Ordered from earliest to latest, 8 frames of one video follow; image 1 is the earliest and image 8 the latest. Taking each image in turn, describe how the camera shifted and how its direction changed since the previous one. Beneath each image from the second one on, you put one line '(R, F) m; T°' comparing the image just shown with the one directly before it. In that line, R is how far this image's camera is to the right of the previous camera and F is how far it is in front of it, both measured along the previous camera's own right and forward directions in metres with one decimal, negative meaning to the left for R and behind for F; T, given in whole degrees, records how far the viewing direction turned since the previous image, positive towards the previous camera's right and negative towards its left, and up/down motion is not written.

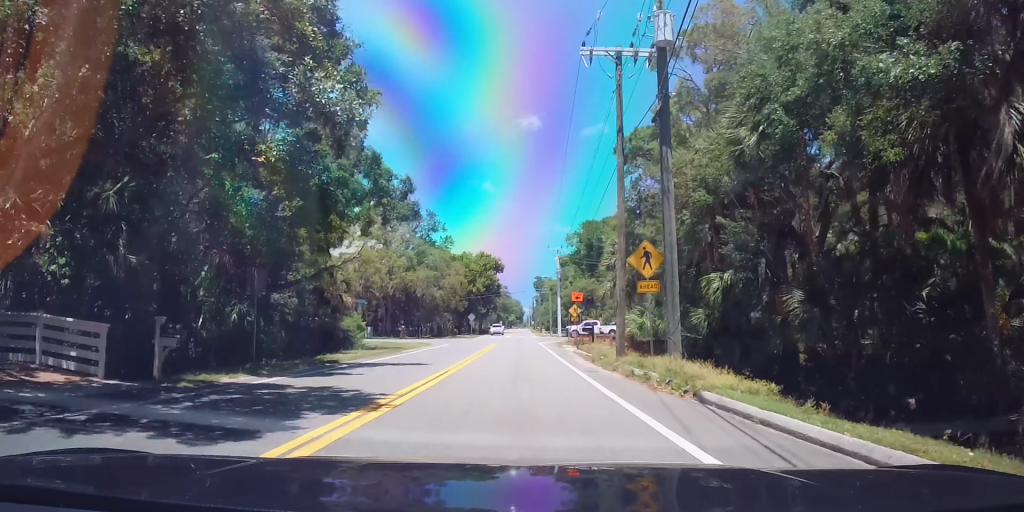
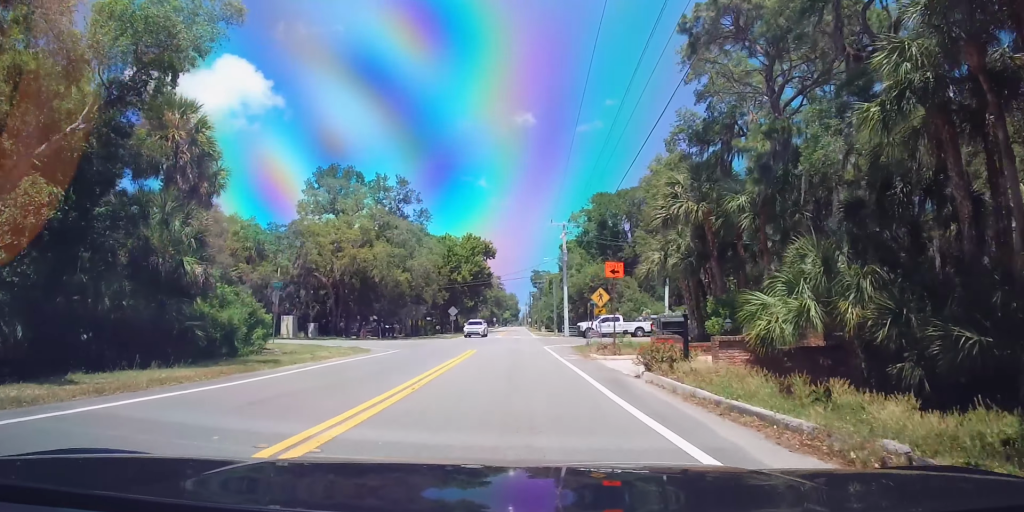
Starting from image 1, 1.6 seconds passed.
(0.0, +20.7) m; 0°
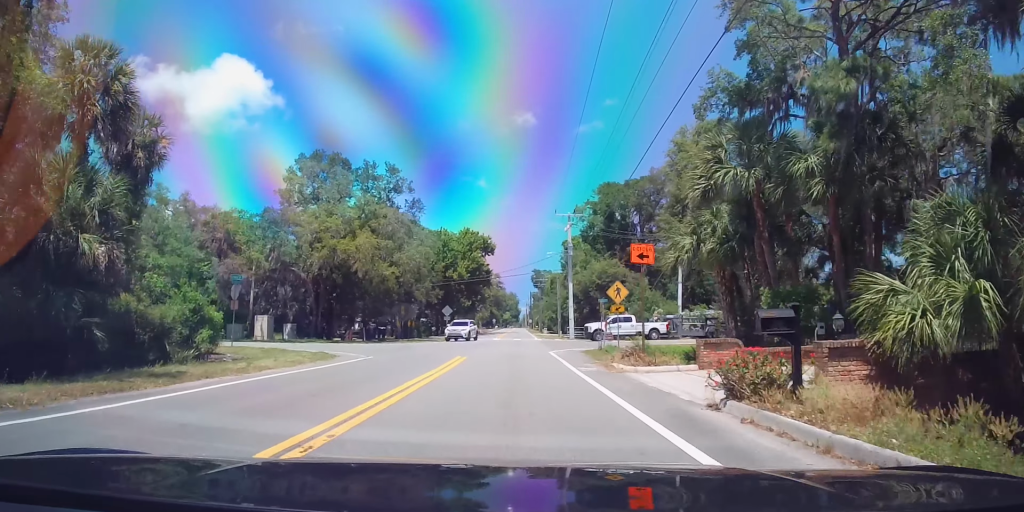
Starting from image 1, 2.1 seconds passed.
(0.0, +6.2) m; 0°
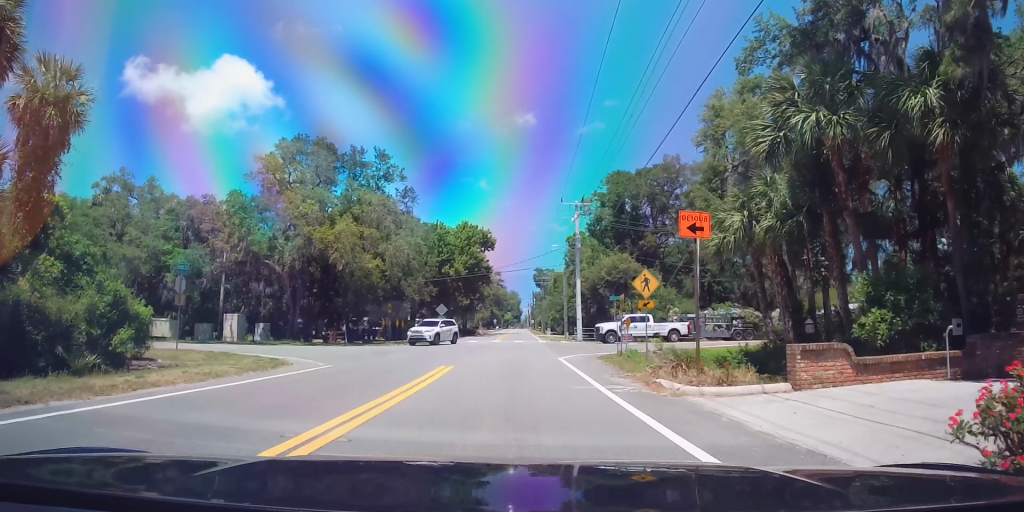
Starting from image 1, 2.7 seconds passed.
(0.0, +6.5) m; 0°
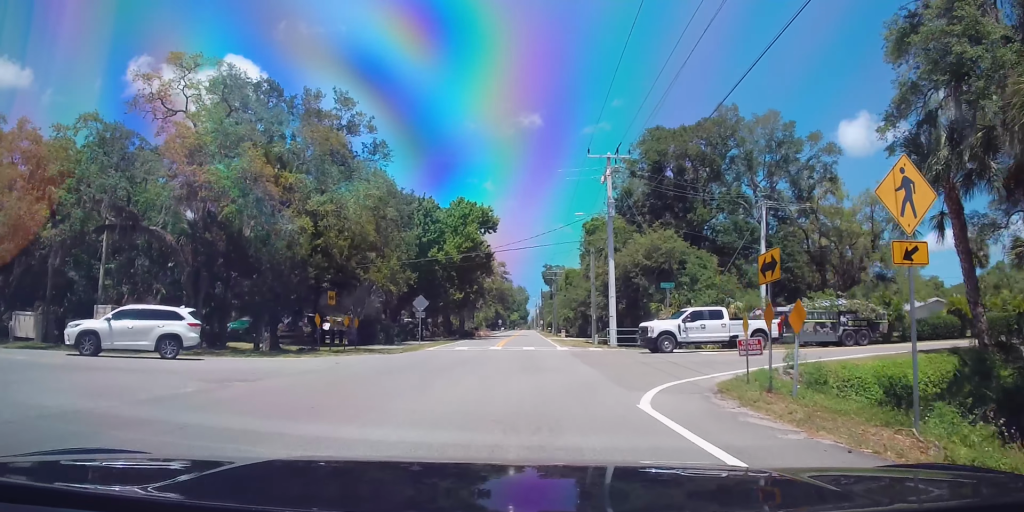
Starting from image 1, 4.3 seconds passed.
(-0.6, +16.2) m; -3°
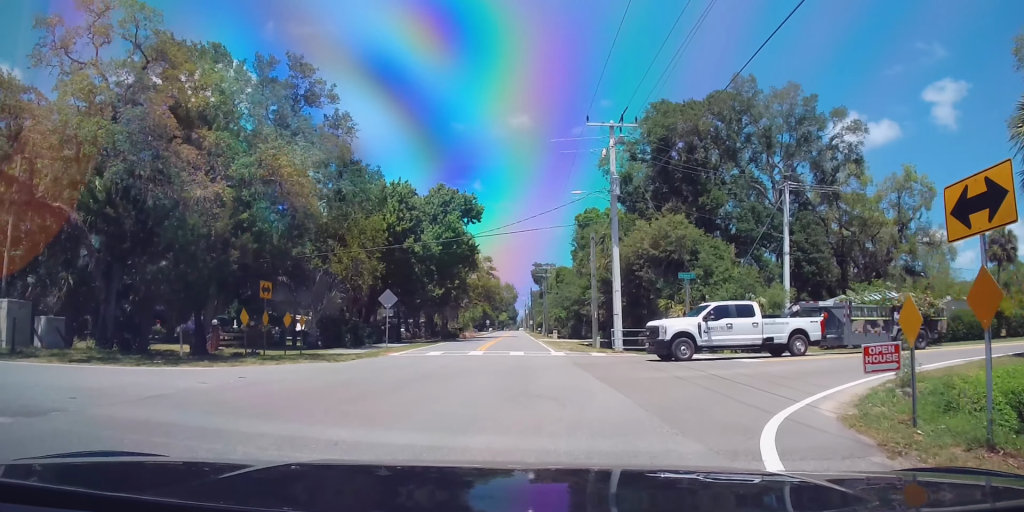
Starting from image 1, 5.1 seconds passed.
(-0.1, +6.9) m; +2°
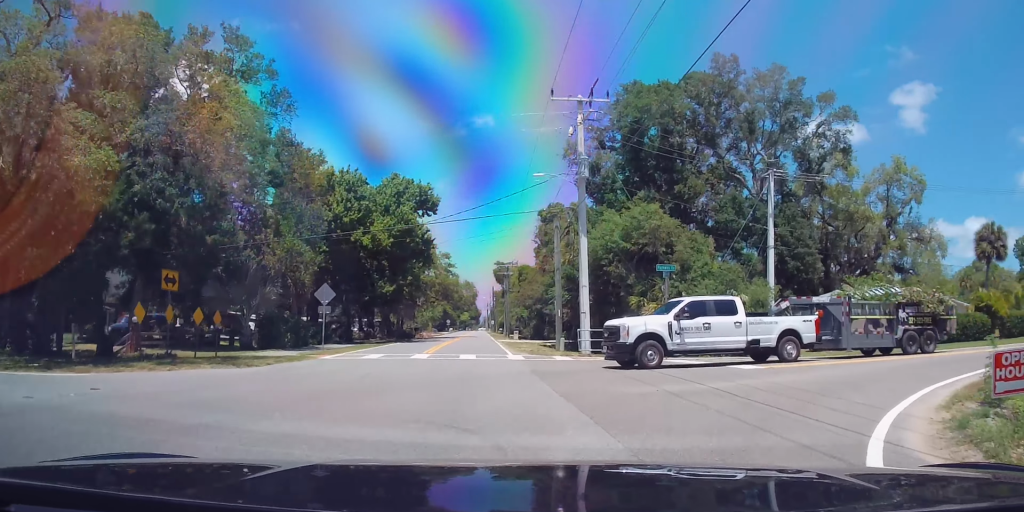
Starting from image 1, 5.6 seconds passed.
(0.0, +4.5) m; +4°
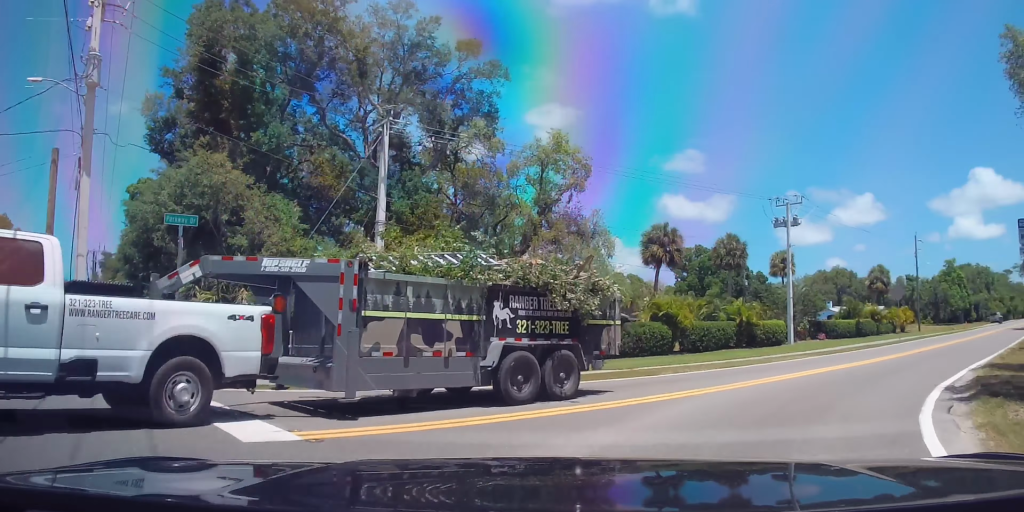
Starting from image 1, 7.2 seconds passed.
(+2.2, +11.5) m; +28°
